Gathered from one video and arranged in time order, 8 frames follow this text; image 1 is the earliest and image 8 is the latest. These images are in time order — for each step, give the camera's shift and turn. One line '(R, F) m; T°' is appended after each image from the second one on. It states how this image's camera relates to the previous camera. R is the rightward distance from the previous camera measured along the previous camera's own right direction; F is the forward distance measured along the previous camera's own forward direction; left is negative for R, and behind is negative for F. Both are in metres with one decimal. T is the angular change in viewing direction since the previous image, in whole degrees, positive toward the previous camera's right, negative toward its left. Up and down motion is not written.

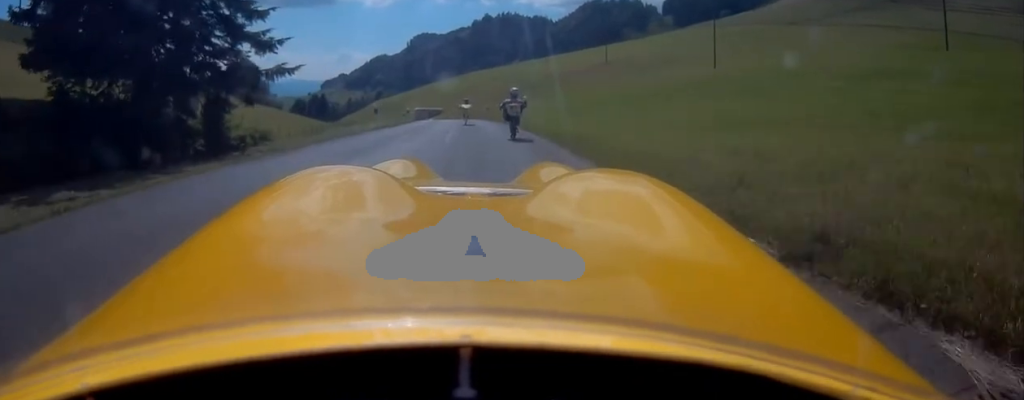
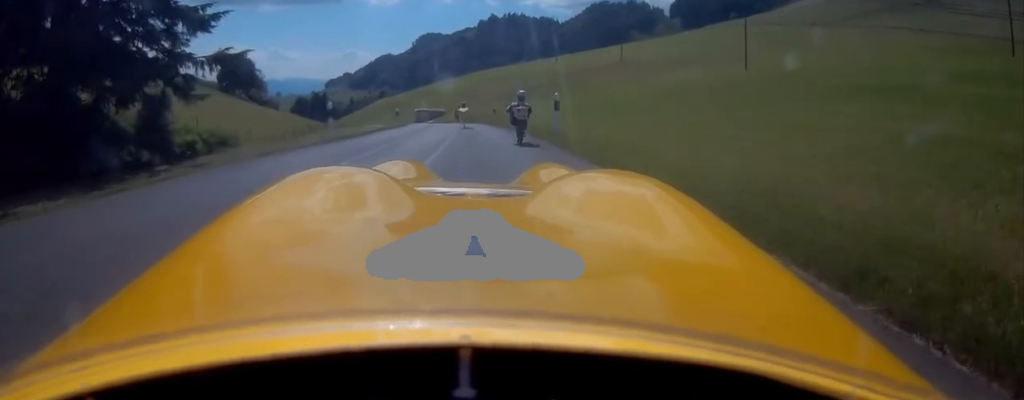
(0.0, +8.2) m; -1°
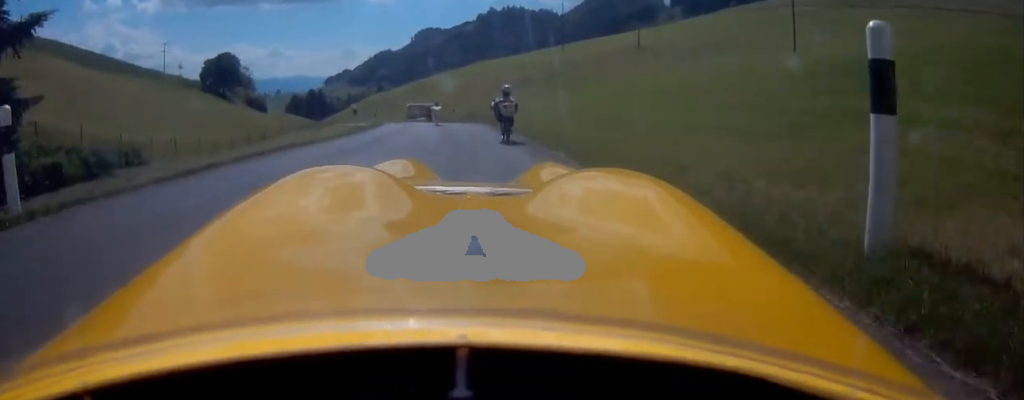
(-0.4, +12.4) m; 0°
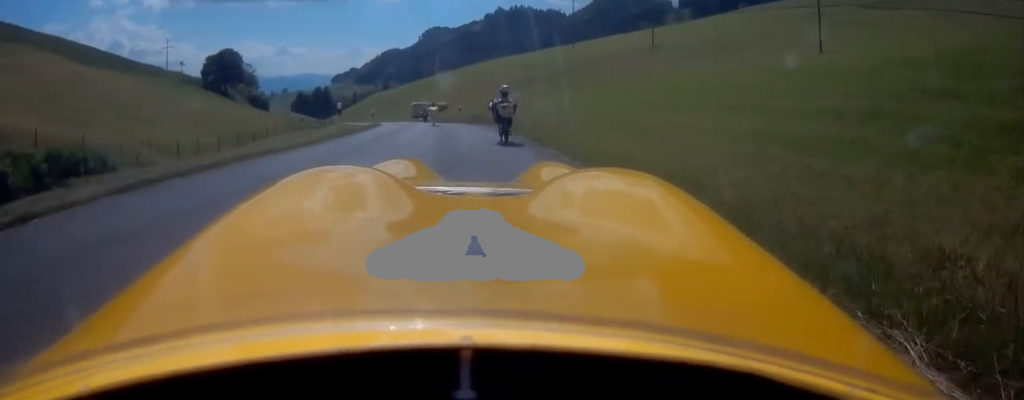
(+0.2, +3.9) m; -1°
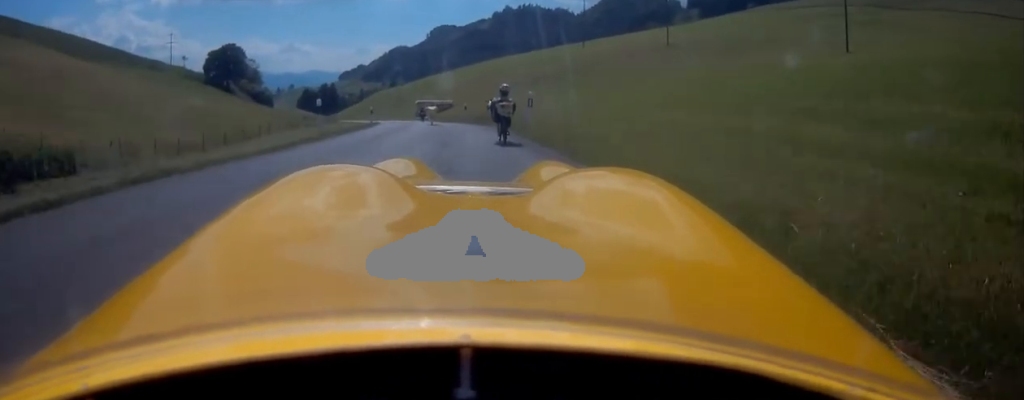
(+0.2, +3.6) m; -1°
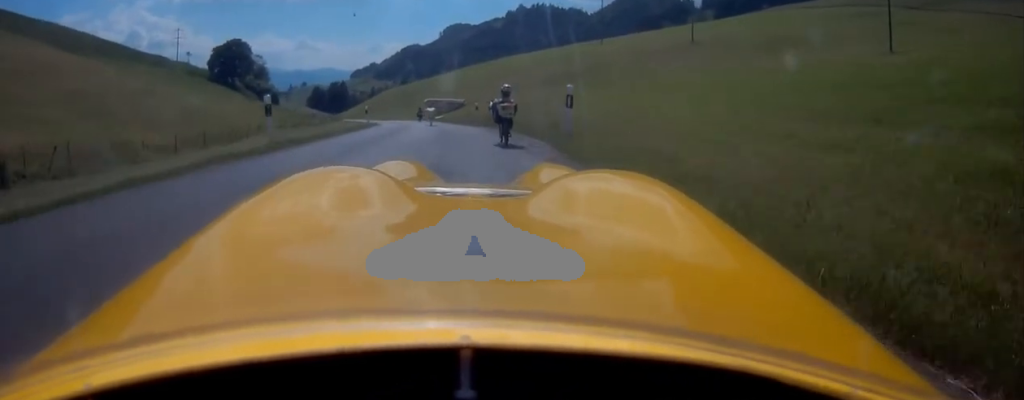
(-0.2, +5.3) m; -1°
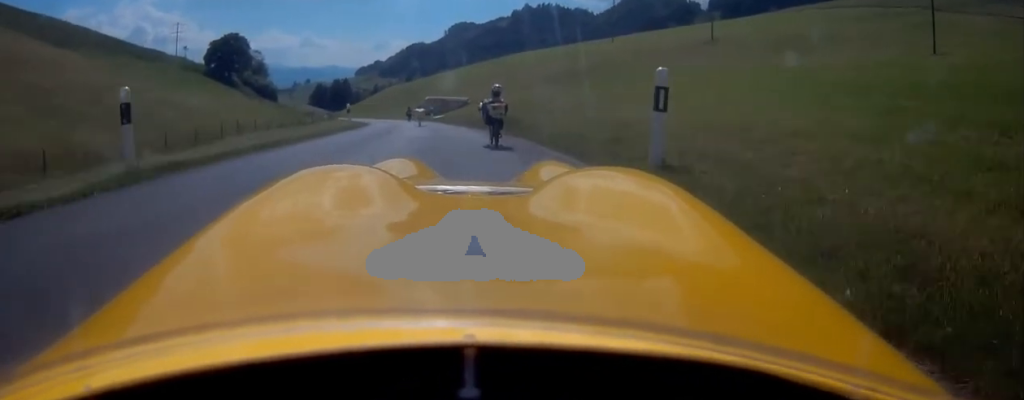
(-0.4, +5.7) m; -2°
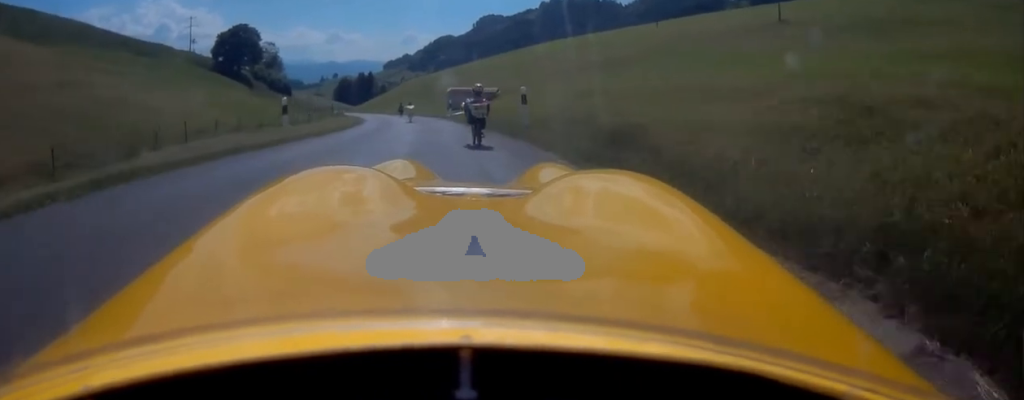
(+0.3, +12.9) m; -1°
